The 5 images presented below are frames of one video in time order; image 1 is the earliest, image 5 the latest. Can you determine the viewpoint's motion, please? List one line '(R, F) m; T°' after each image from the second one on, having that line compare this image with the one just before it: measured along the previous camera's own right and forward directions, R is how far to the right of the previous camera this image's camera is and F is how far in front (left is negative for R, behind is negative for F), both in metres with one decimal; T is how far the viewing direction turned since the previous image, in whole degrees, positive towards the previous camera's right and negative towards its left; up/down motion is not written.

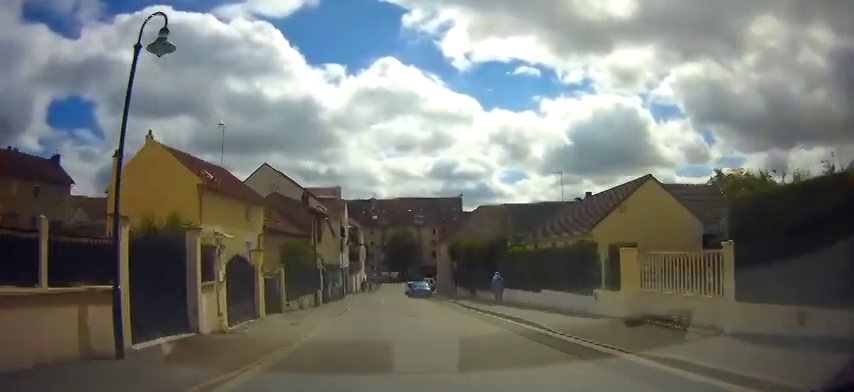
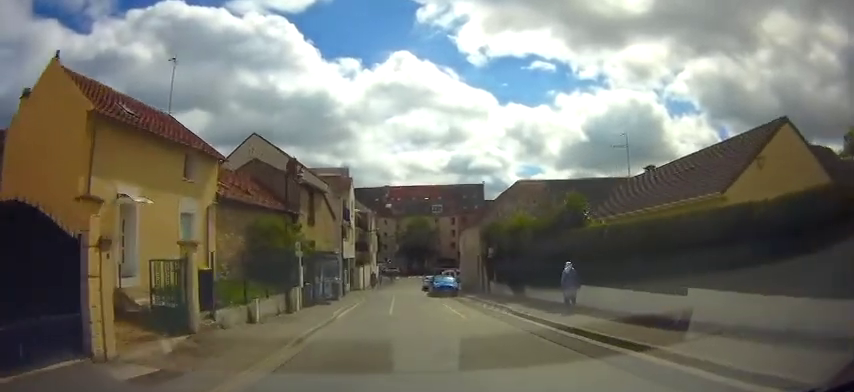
(-0.1, +10.6) m; -1°
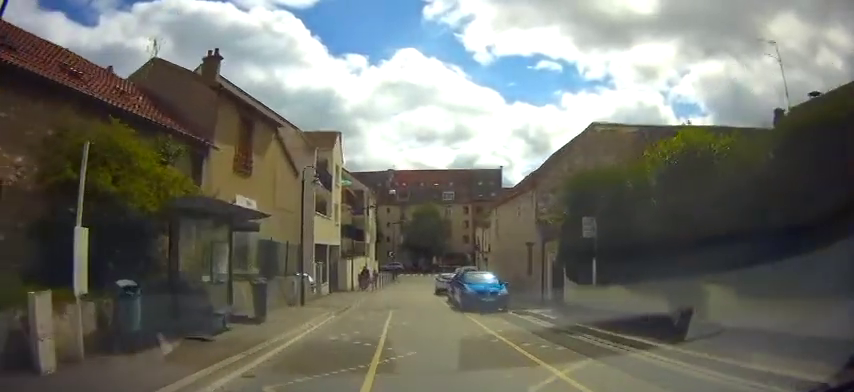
(-0.2, +15.3) m; 0°
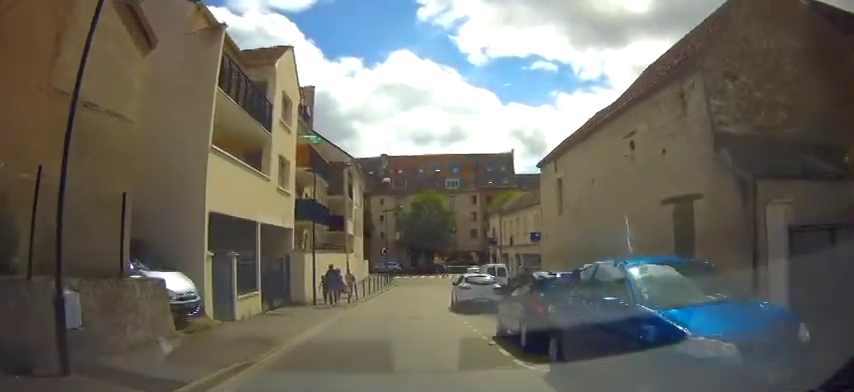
(+0.6, +13.9) m; +2°
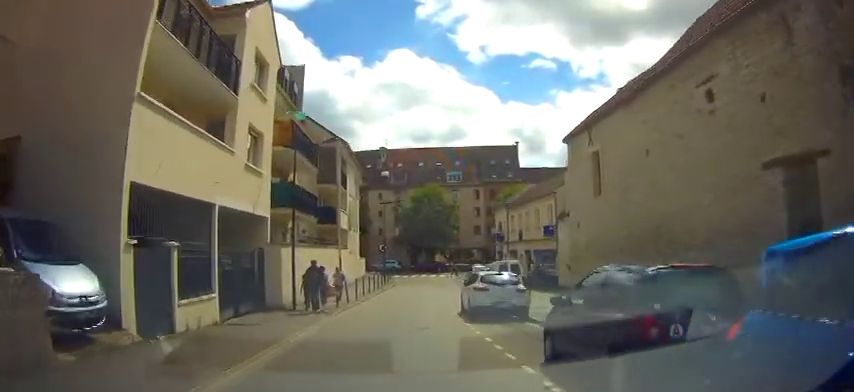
(-0.2, +3.8) m; 0°
